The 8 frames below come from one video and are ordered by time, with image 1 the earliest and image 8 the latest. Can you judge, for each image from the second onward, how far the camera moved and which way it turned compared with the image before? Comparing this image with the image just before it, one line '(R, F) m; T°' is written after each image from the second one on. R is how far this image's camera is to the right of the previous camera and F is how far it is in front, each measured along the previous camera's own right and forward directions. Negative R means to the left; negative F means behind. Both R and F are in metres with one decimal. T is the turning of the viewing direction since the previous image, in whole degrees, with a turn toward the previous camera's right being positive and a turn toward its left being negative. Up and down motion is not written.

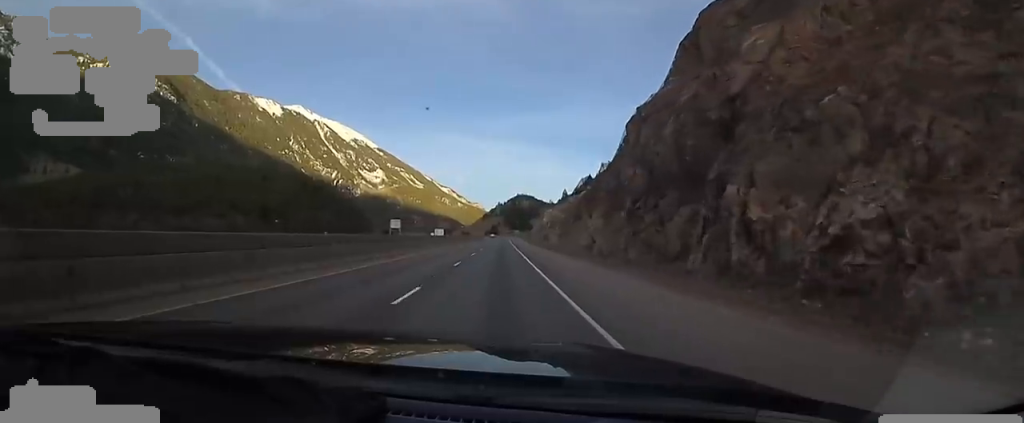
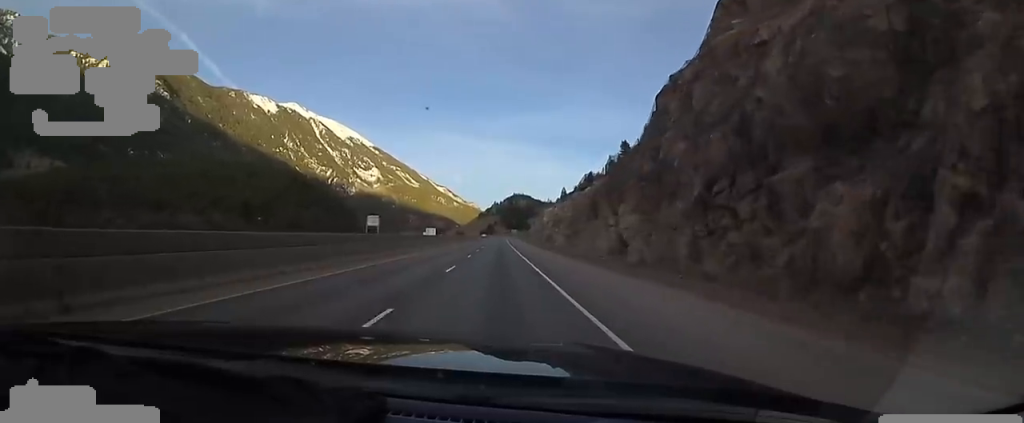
(0.0, +15.1) m; +1°
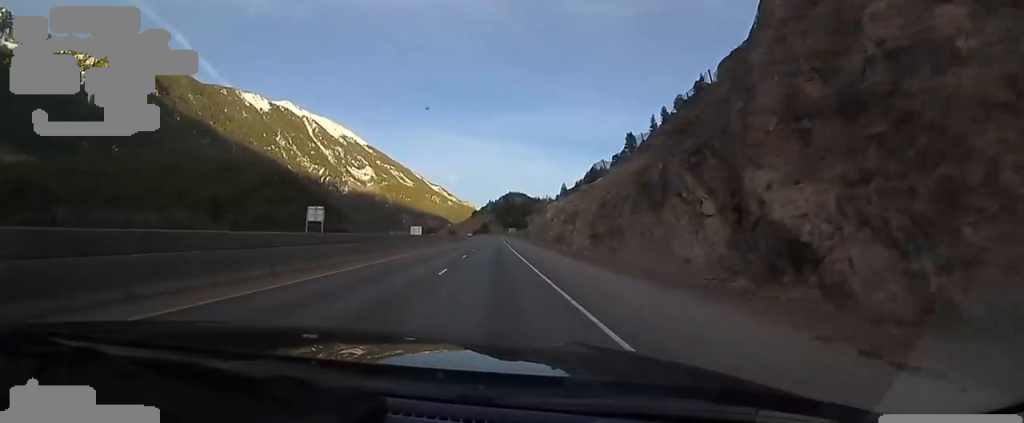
(-0.1, +26.1) m; +2°
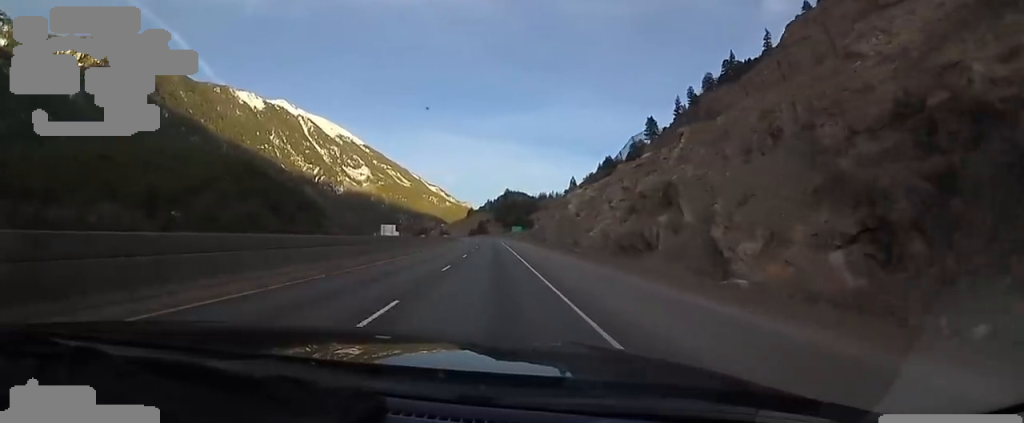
(+0.5, +44.3) m; -2°
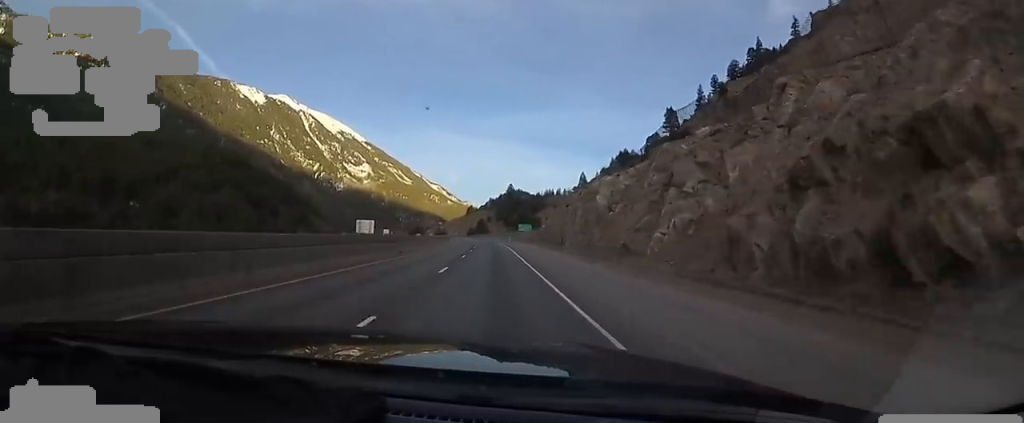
(-0.5, +25.4) m; -1°
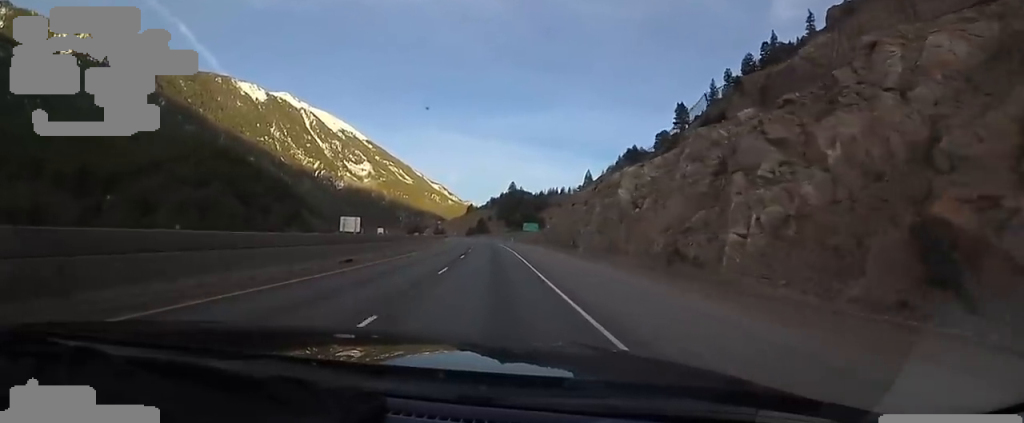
(0.0, +12.3) m; 0°
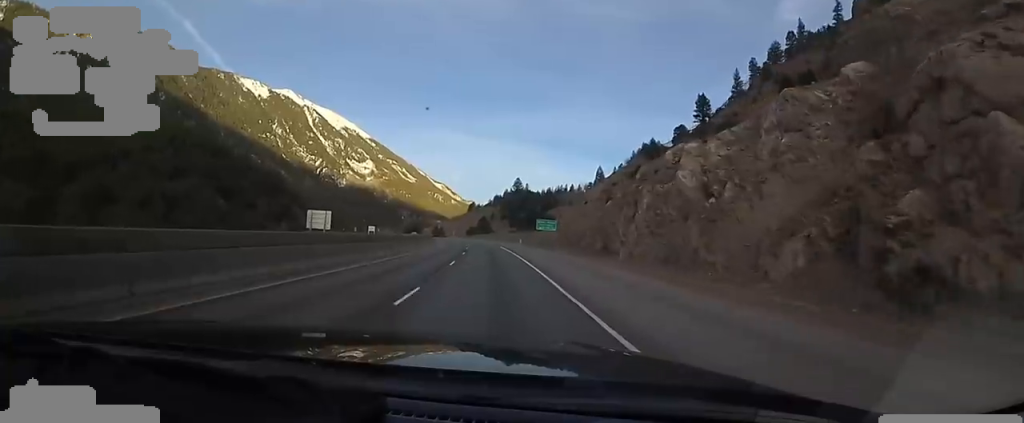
(0.0, +19.5) m; 0°
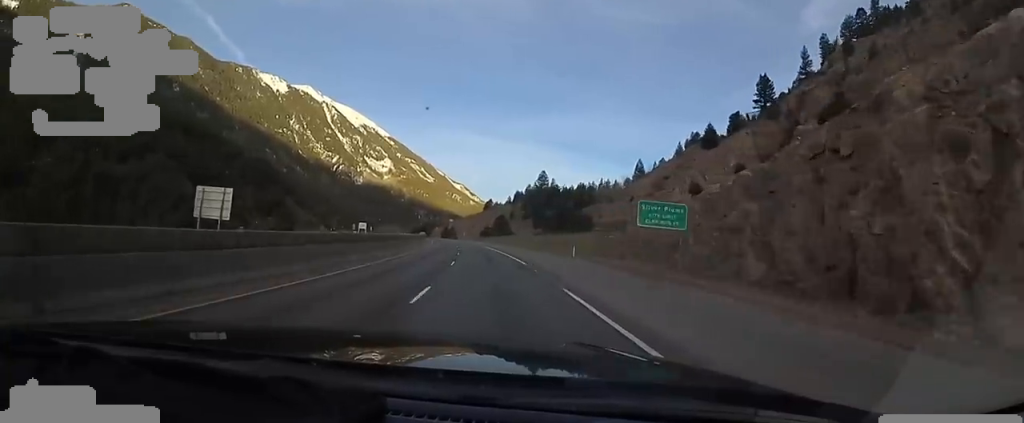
(-0.2, +36.0) m; -2°
